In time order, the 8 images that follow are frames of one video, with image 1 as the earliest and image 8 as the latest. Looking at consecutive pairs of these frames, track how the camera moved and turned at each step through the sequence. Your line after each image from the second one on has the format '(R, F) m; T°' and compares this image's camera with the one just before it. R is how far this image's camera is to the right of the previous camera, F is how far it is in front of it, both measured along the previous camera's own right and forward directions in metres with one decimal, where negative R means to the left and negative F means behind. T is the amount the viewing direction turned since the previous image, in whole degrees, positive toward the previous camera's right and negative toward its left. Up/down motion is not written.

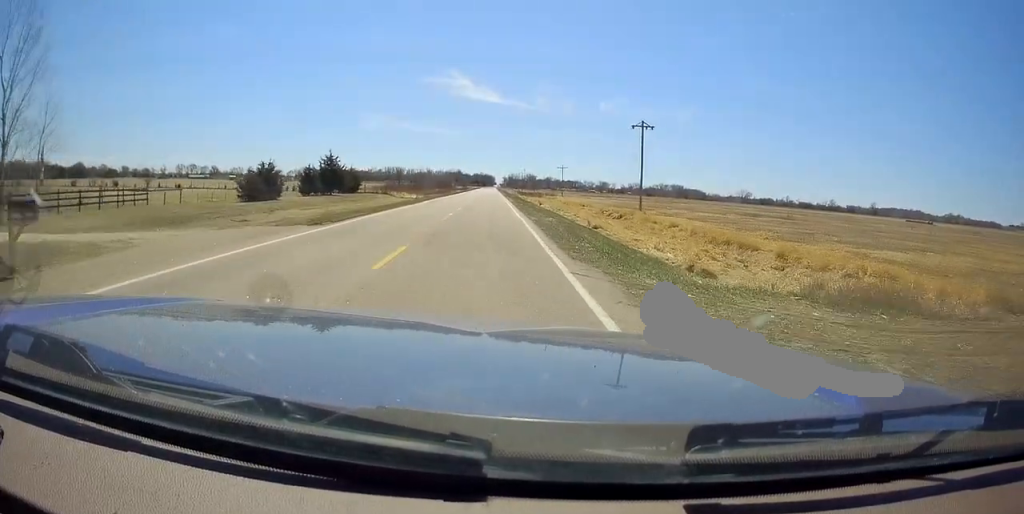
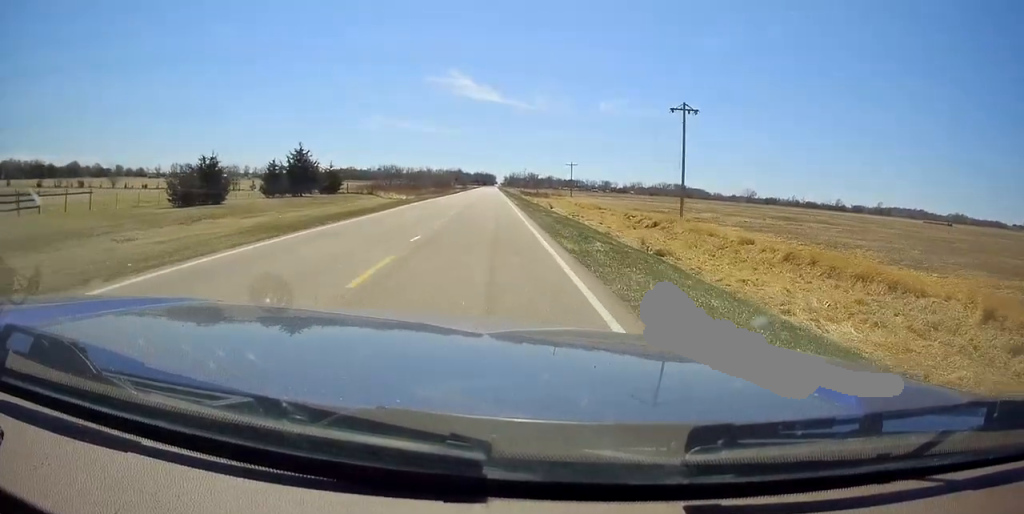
(+0.3, +13.8) m; +1°
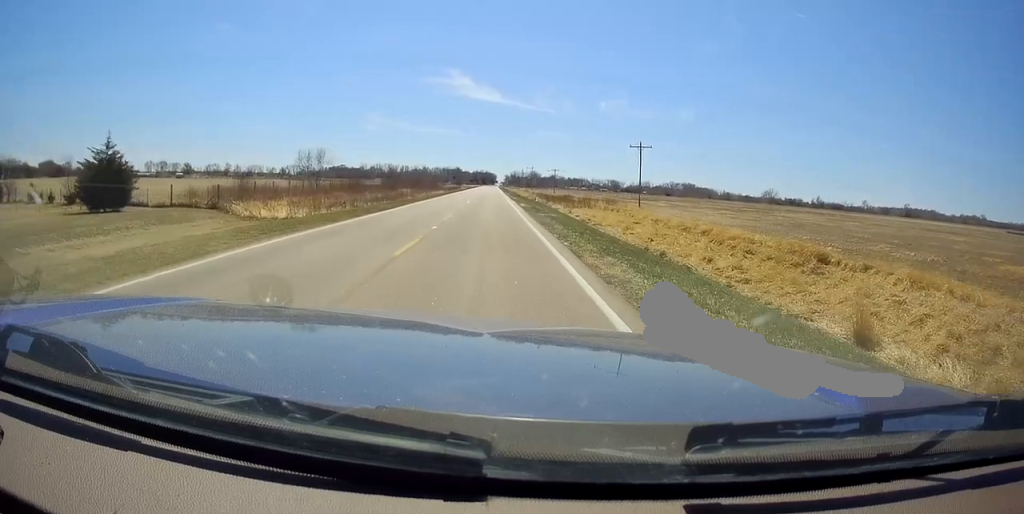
(+0.1, +55.5) m; -1°
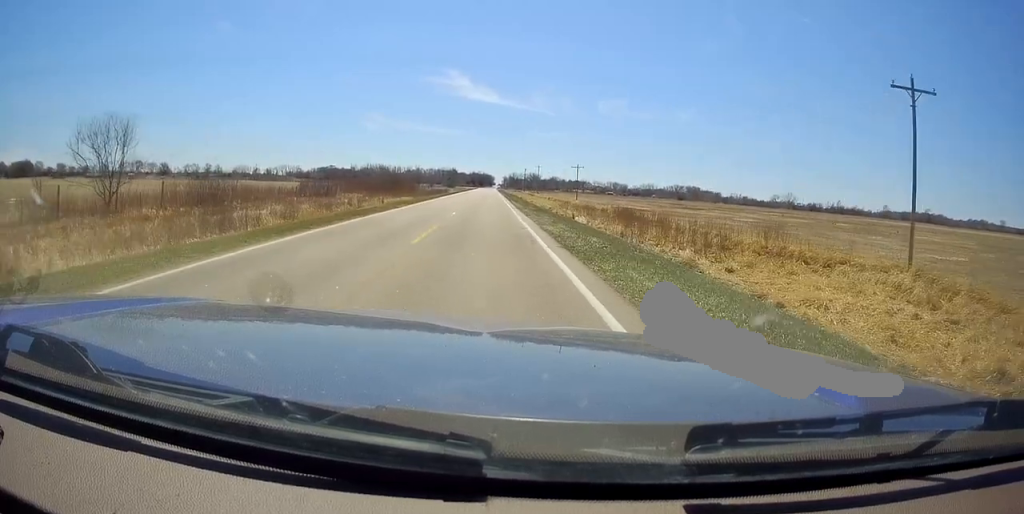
(+0.1, +44.5) m; +1°
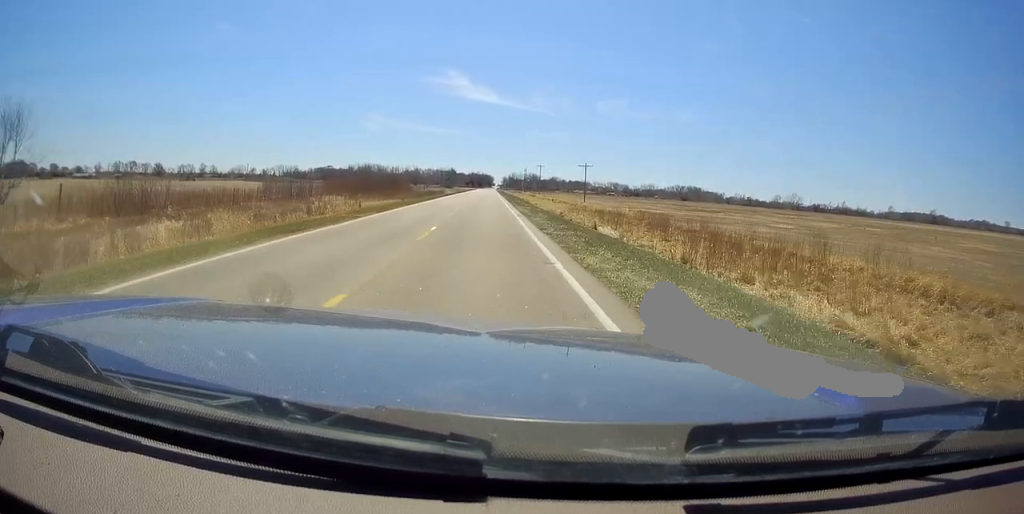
(0.0, +10.1) m; -1°
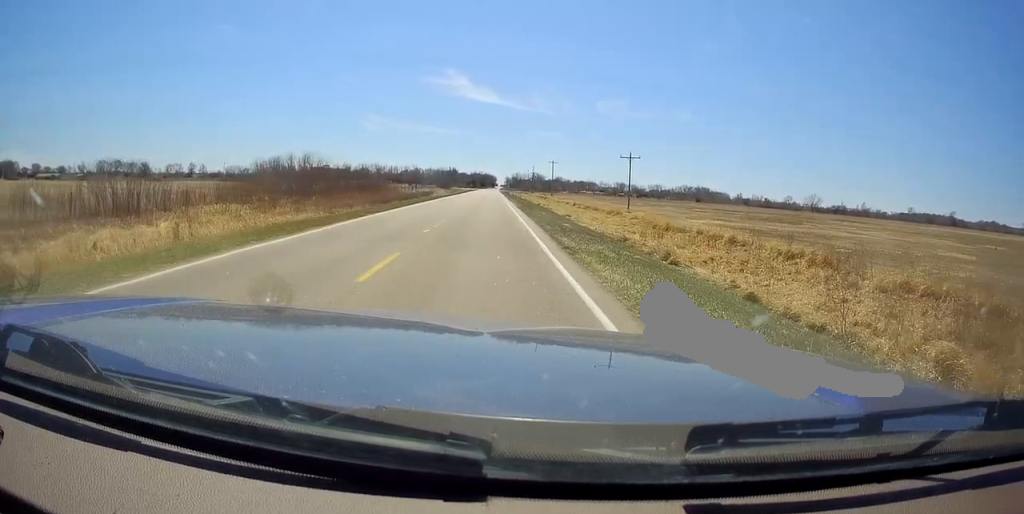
(-0.6, +30.3) m; -1°
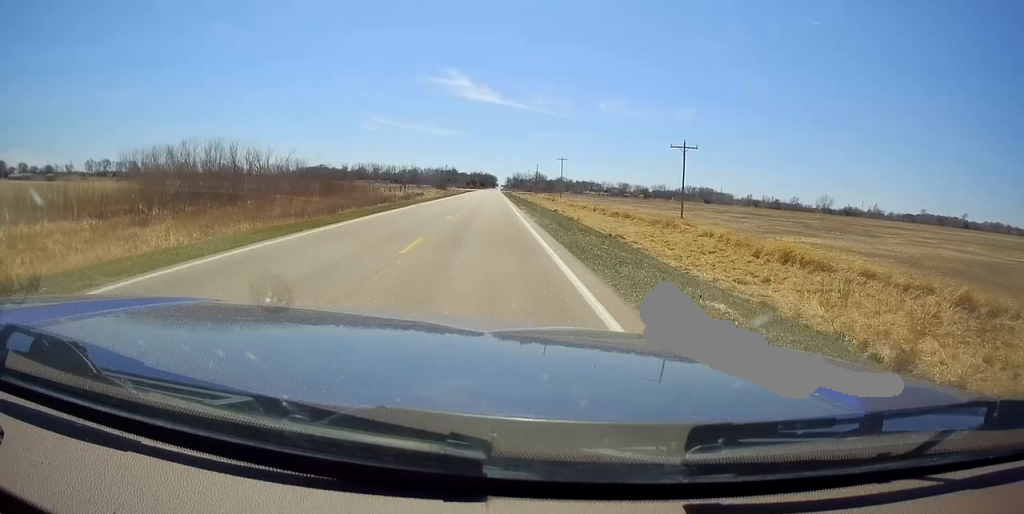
(+0.1, +19.4) m; +1°
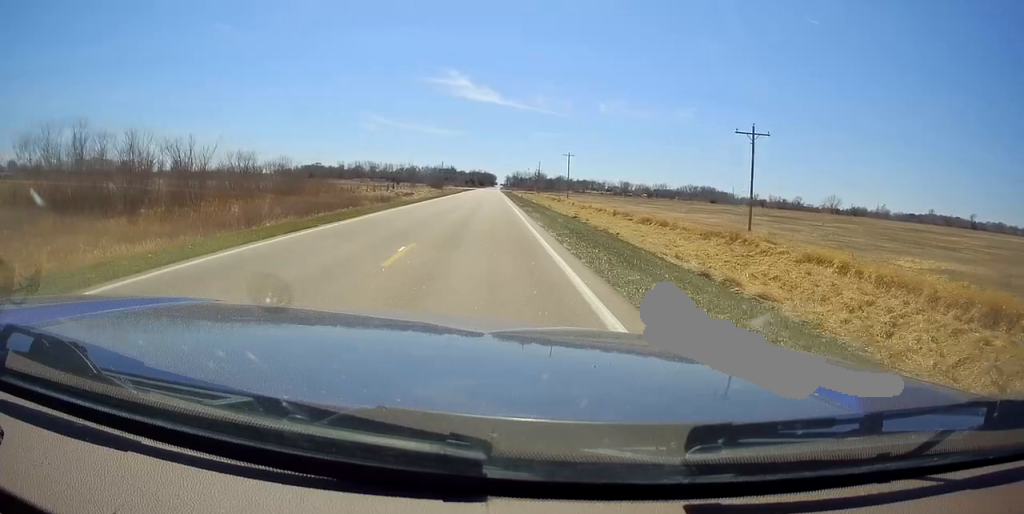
(+0.2, +13.8) m; +1°
